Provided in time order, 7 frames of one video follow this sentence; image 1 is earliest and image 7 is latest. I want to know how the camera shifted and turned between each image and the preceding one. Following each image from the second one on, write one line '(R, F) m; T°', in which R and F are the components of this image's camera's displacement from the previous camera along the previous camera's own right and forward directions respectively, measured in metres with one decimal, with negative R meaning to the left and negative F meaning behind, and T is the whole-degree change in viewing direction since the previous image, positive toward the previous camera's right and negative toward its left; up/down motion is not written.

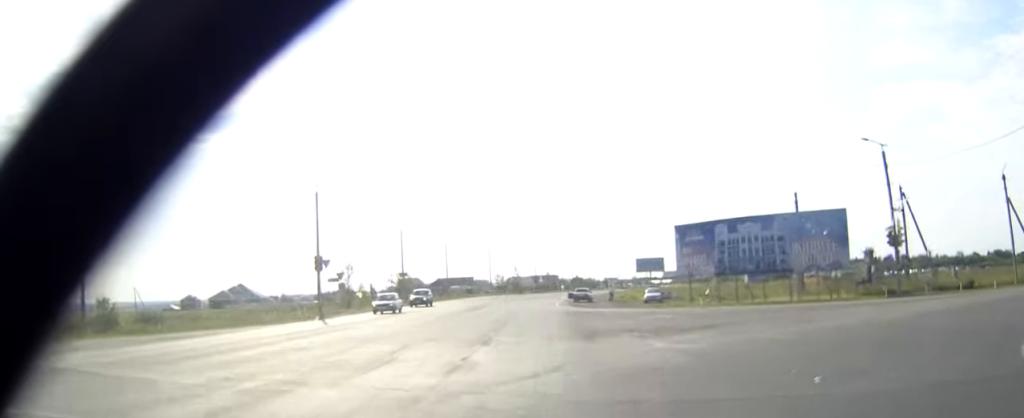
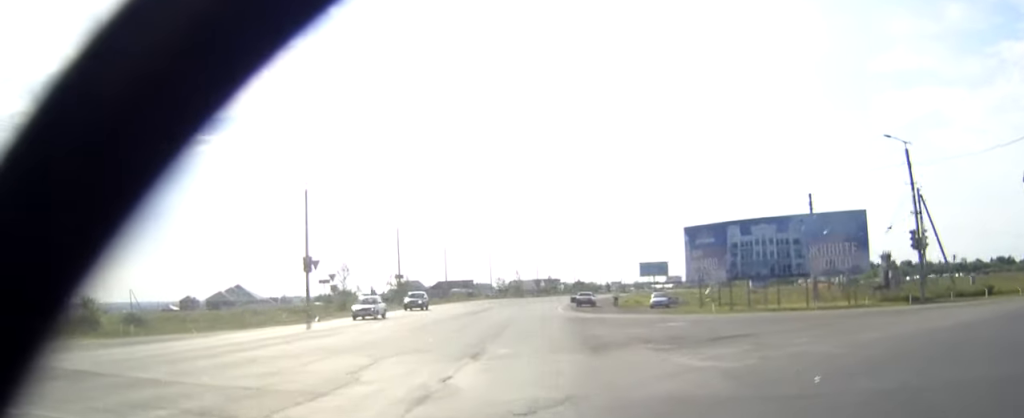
(0.0, +3.0) m; 0°
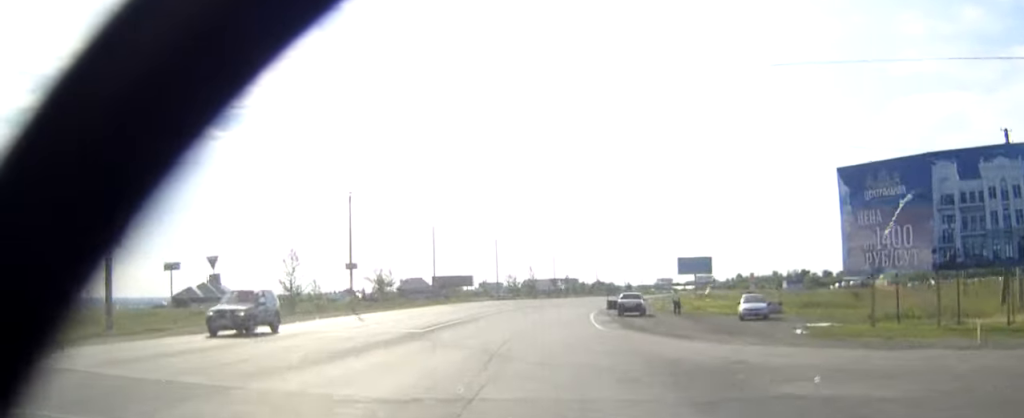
(-0.3, +24.2) m; -1°
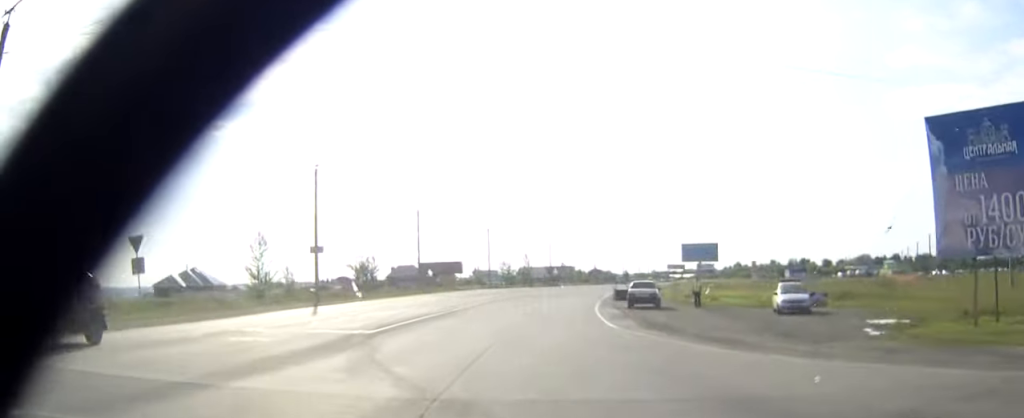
(0.0, +7.1) m; 0°
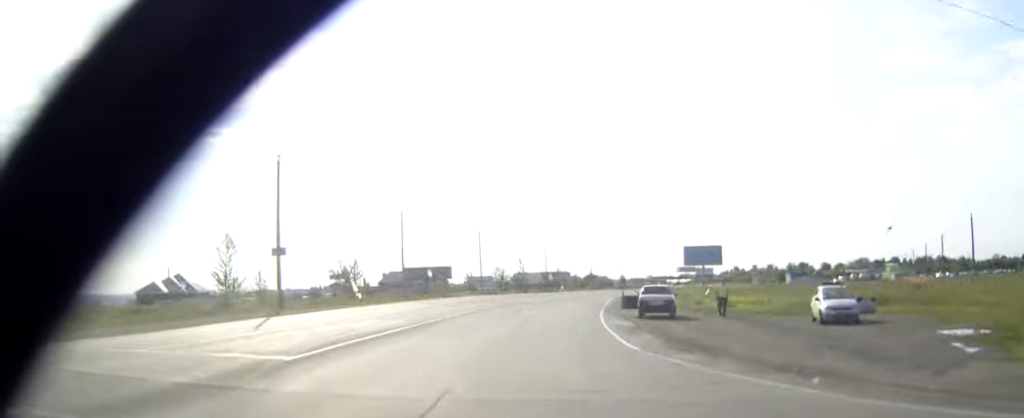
(0.0, +6.1) m; 0°
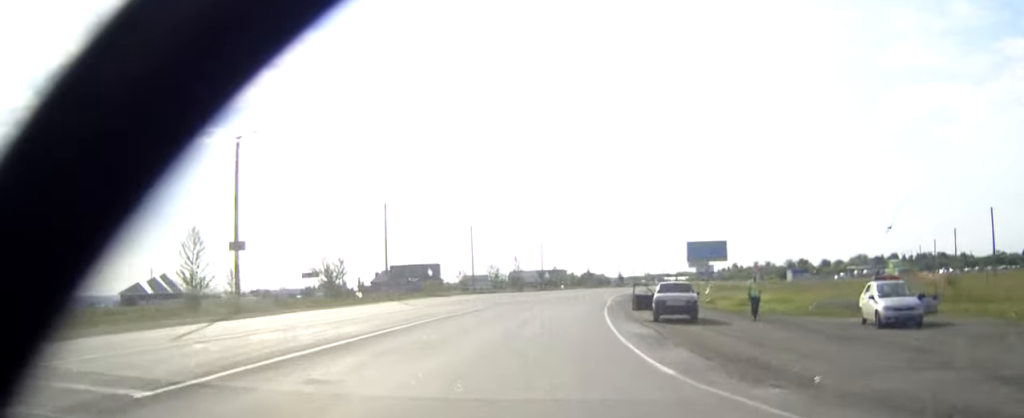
(0.0, +5.5) m; 0°
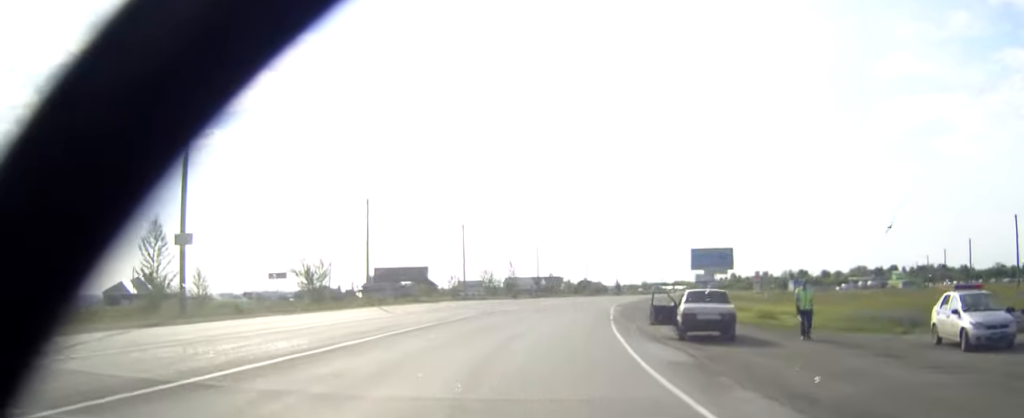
(0.0, +5.6) m; 0°
